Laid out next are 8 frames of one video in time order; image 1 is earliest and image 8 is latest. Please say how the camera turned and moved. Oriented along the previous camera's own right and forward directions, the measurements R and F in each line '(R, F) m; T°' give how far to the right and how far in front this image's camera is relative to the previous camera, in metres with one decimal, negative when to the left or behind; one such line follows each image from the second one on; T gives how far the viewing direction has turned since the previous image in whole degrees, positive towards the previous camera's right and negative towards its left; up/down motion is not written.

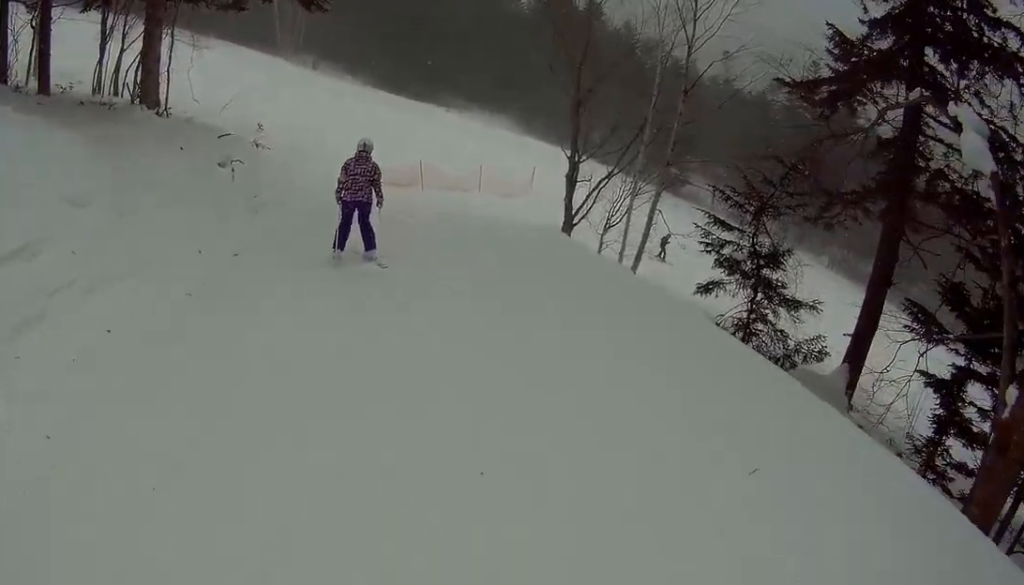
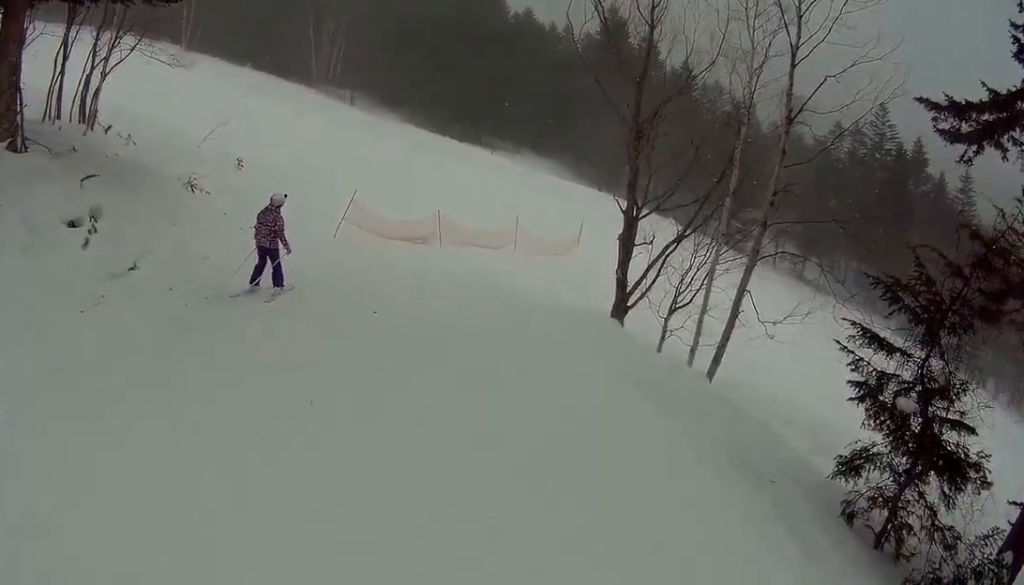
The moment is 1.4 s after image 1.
(-0.1, +5.7) m; -17°
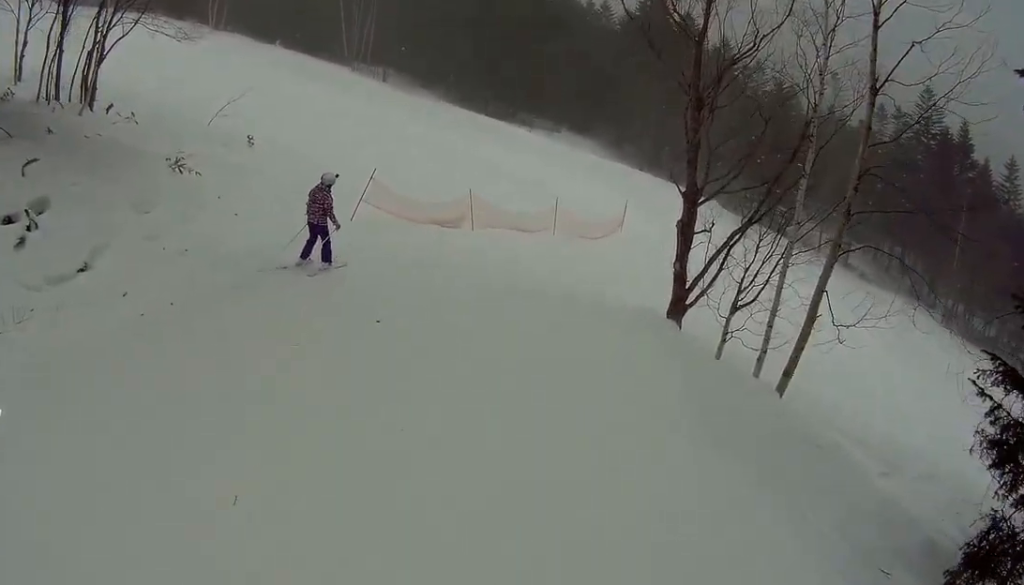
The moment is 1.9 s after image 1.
(-0.4, +2.2) m; -1°
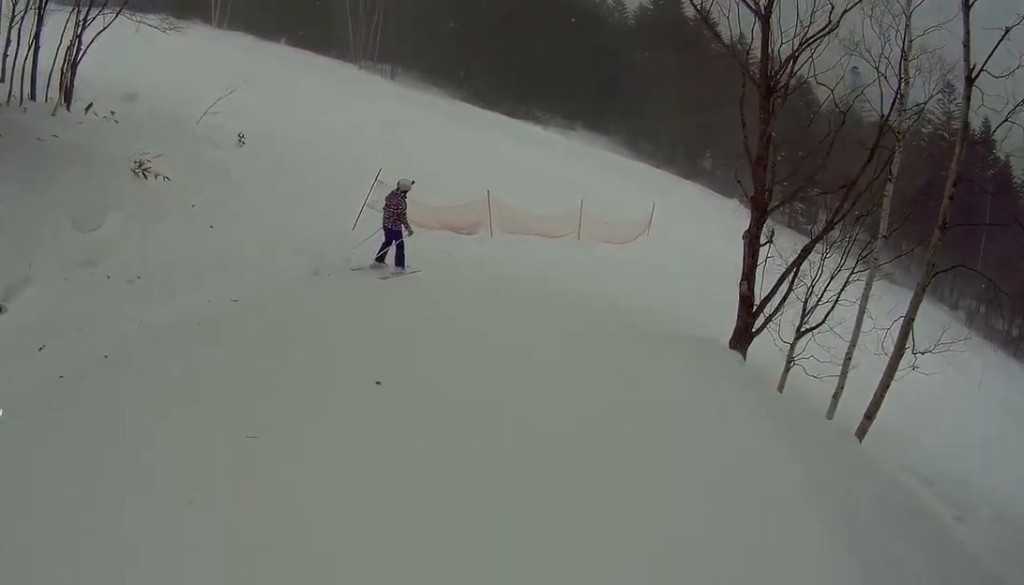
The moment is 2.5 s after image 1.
(-0.7, +2.5) m; +2°
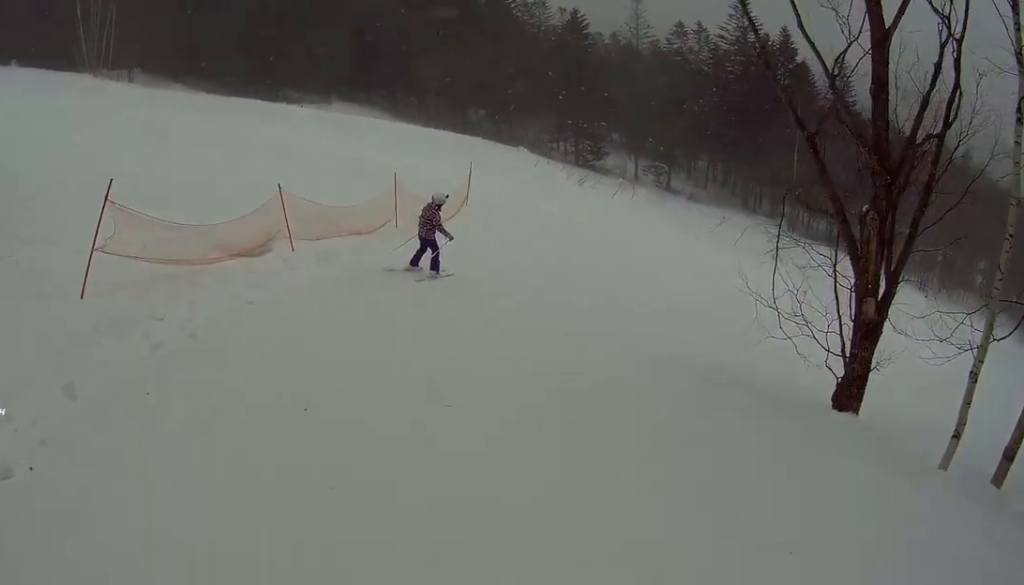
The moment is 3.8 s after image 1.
(+1.8, +7.0) m; +24°
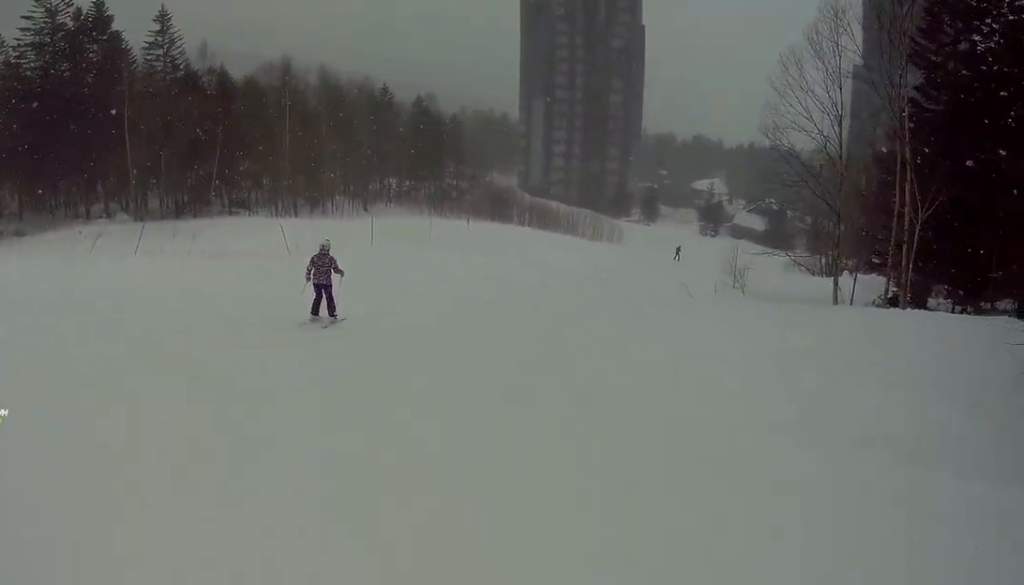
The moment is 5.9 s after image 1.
(+6.4, +9.3) m; +68°
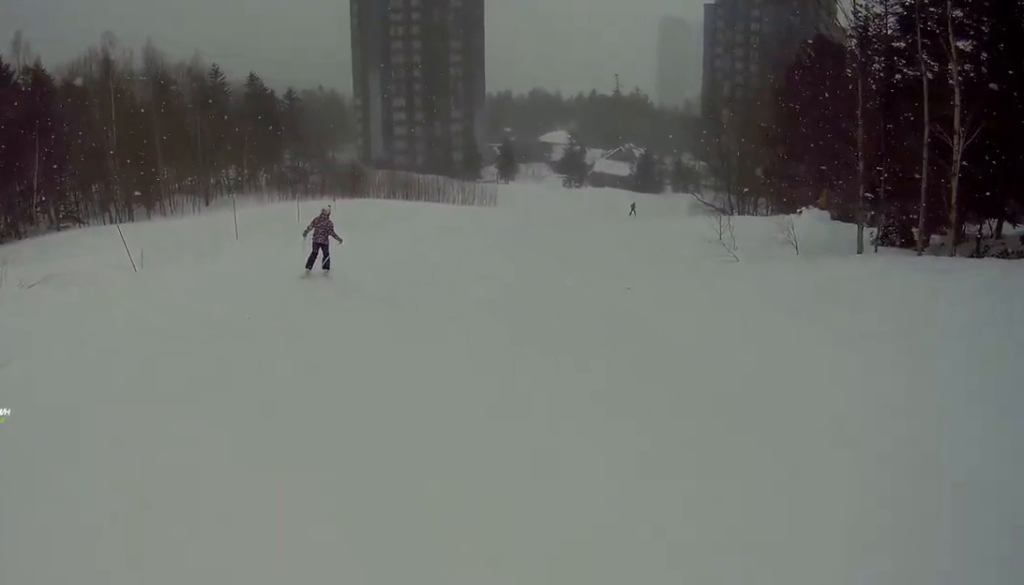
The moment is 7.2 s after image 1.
(+1.7, +8.4) m; +14°
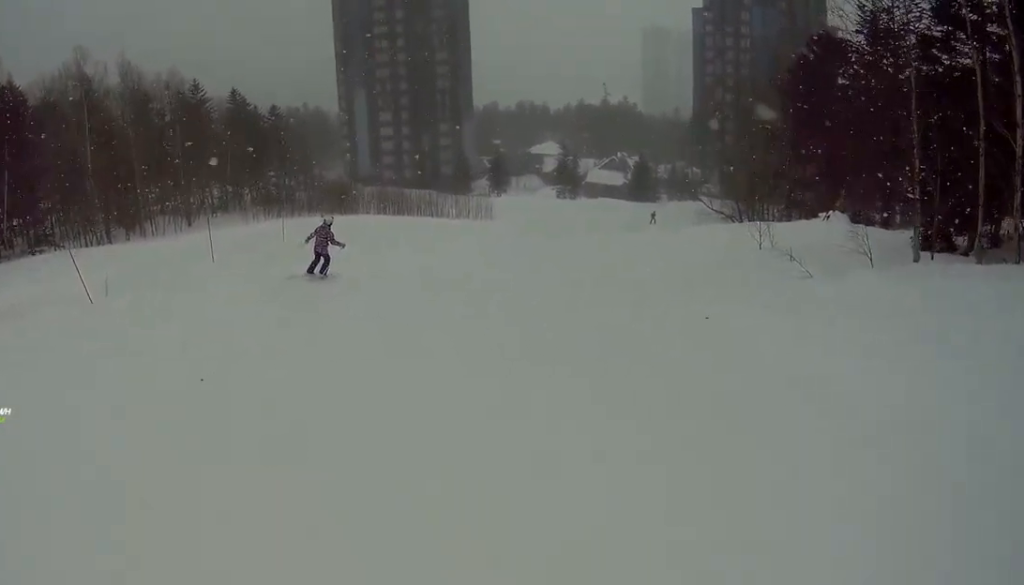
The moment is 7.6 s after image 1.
(+0.1, +3.3) m; +1°
